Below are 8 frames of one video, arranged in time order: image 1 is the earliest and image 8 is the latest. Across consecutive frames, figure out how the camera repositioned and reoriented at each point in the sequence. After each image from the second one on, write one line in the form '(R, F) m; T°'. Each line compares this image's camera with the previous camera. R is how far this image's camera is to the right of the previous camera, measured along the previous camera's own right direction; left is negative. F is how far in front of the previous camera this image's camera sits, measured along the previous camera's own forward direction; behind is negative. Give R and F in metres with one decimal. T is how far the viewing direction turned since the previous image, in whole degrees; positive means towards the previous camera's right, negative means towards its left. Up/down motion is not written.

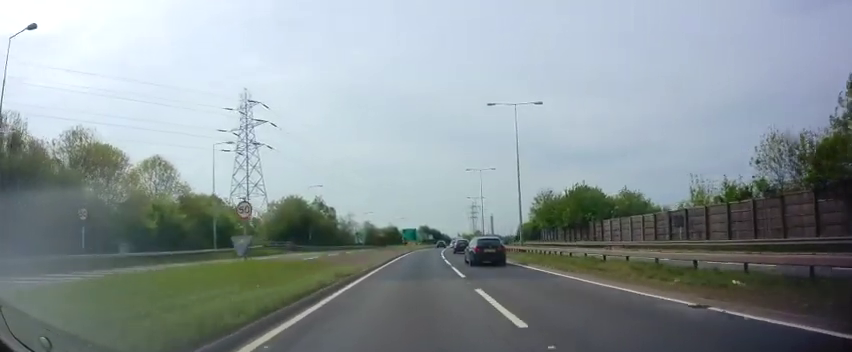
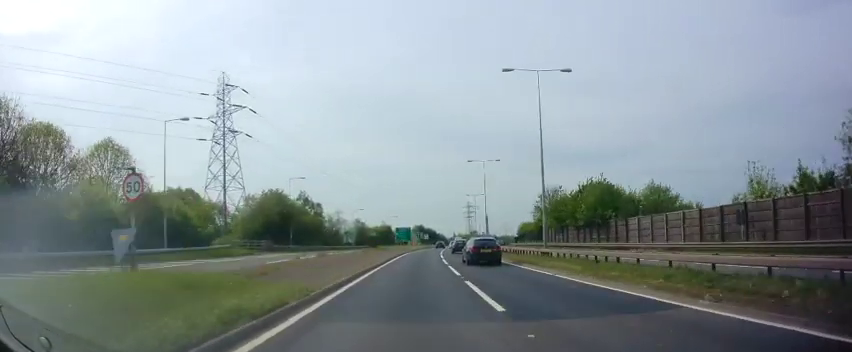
(0.0, +8.1) m; 0°
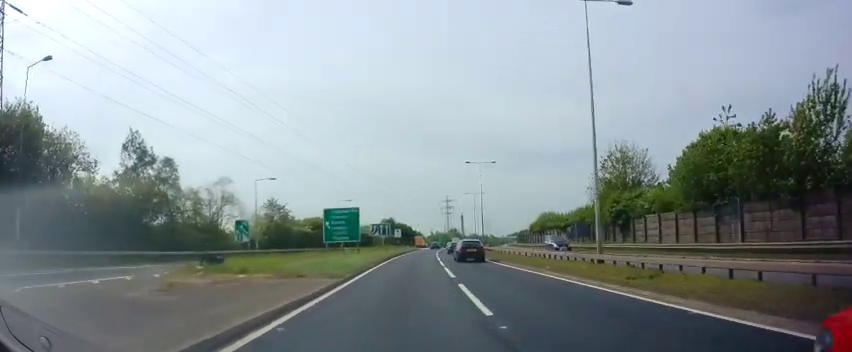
(+1.0, +46.2) m; +3°
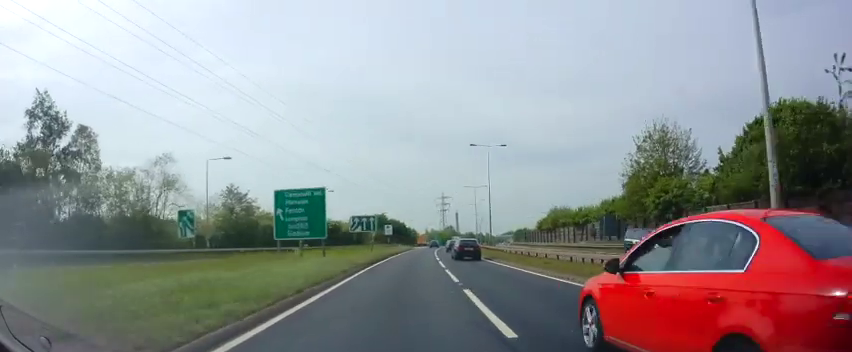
(+0.1, +11.1) m; +1°
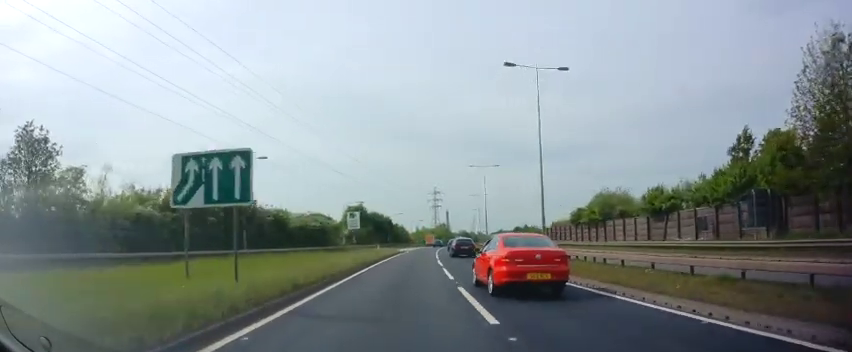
(+0.4, +25.5) m; +1°
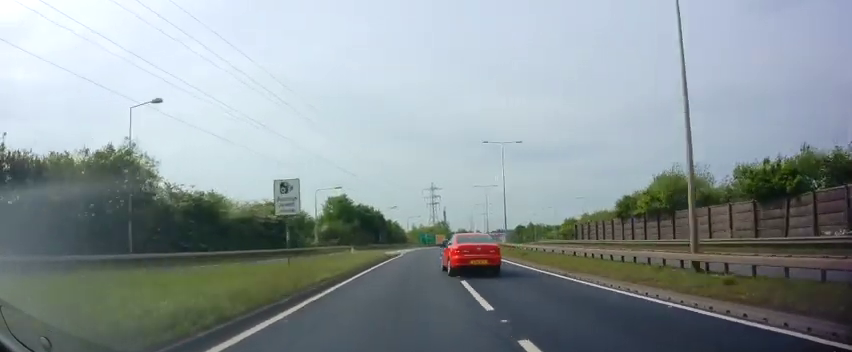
(+0.1, +16.7) m; +1°
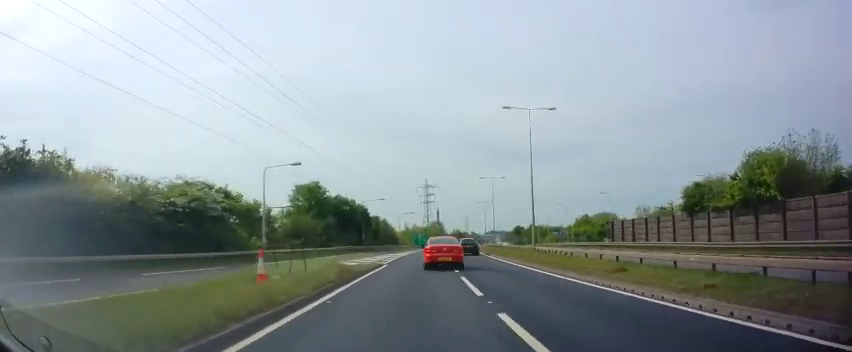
(+0.2, +15.2) m; 0°
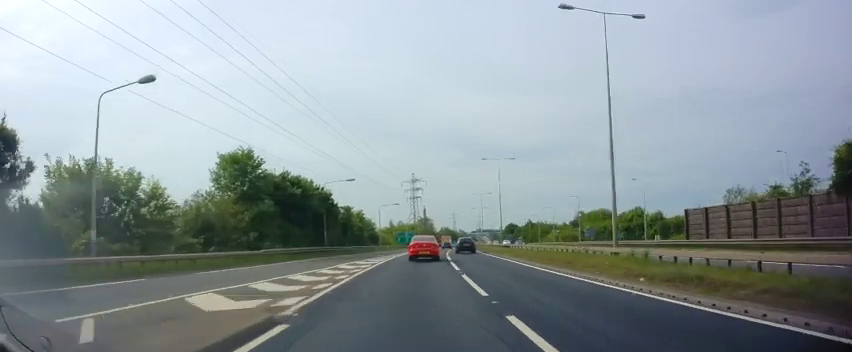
(-0.1, +18.3) m; +1°
